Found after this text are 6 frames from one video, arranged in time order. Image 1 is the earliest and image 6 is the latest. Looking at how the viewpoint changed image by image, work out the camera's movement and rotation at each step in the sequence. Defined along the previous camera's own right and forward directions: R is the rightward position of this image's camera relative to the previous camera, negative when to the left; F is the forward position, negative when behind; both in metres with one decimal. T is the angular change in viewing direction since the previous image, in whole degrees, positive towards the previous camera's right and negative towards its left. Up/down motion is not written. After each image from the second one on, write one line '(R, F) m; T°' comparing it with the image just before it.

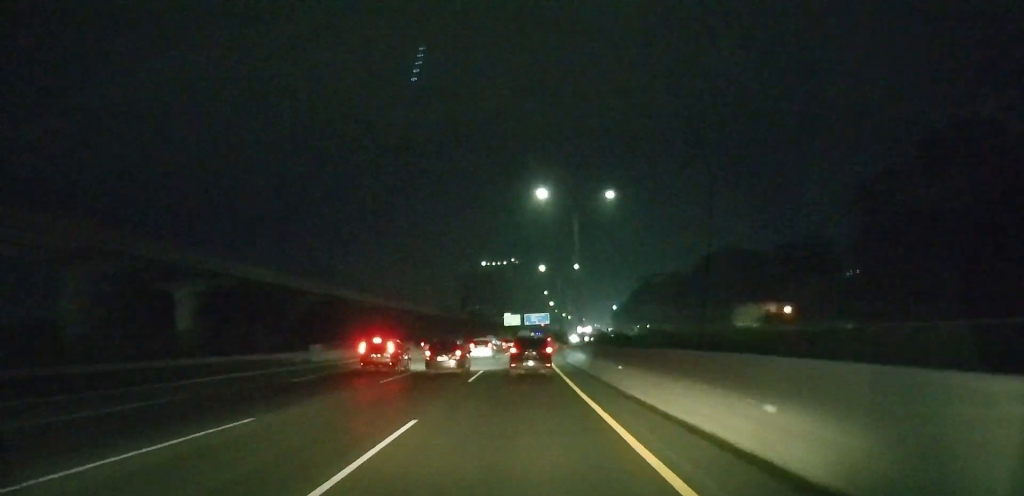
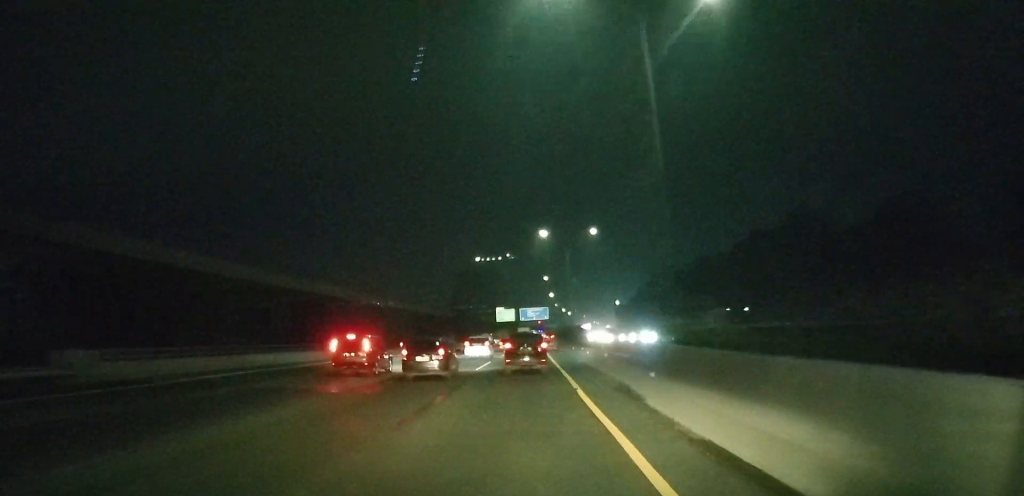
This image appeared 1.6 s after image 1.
(+0.1, +31.2) m; 0°
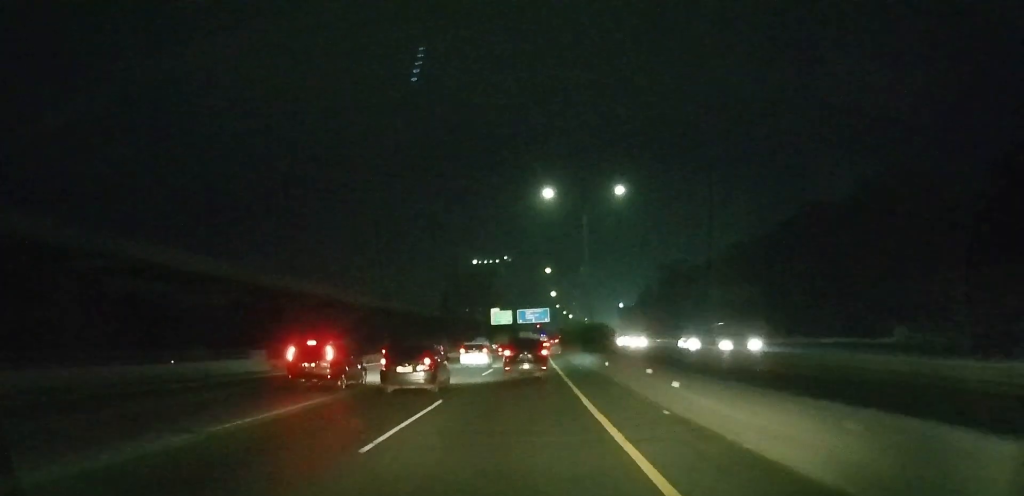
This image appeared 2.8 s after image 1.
(0.0, +22.7) m; 0°
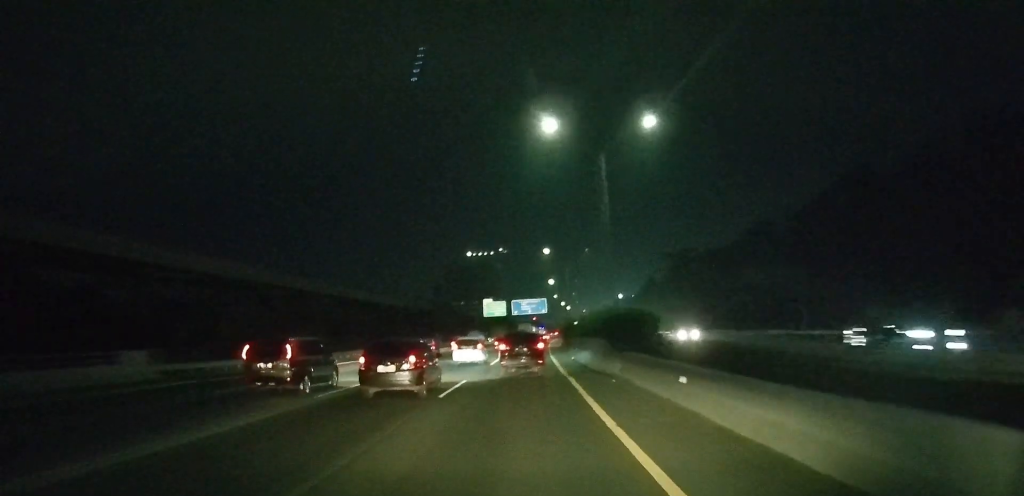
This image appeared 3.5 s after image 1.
(0.0, +16.1) m; 0°
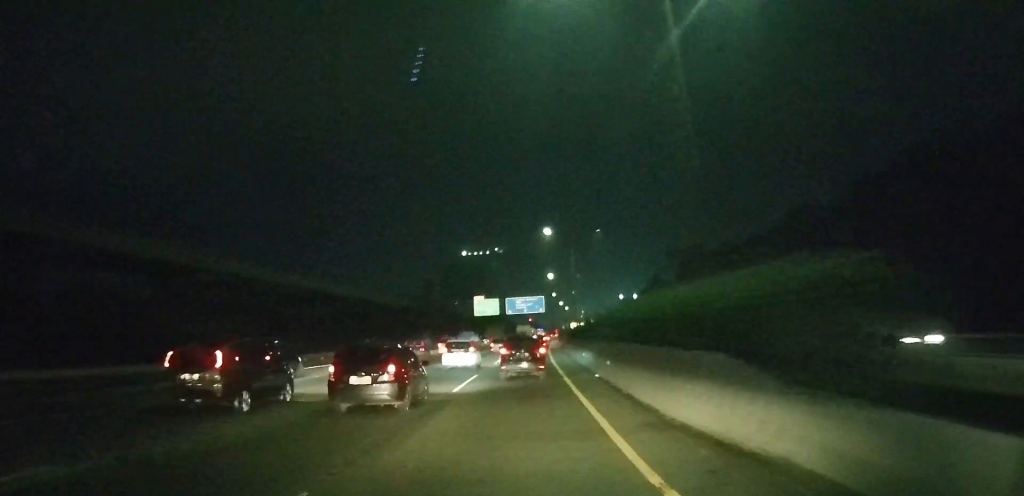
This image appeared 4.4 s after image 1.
(0.0, +19.8) m; 0°
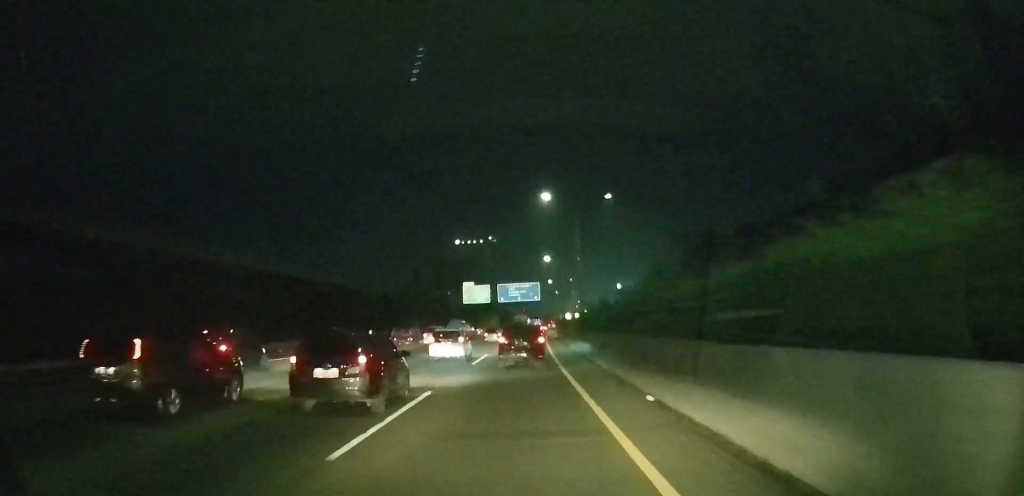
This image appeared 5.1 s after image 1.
(0.0, +15.9) m; 0°
